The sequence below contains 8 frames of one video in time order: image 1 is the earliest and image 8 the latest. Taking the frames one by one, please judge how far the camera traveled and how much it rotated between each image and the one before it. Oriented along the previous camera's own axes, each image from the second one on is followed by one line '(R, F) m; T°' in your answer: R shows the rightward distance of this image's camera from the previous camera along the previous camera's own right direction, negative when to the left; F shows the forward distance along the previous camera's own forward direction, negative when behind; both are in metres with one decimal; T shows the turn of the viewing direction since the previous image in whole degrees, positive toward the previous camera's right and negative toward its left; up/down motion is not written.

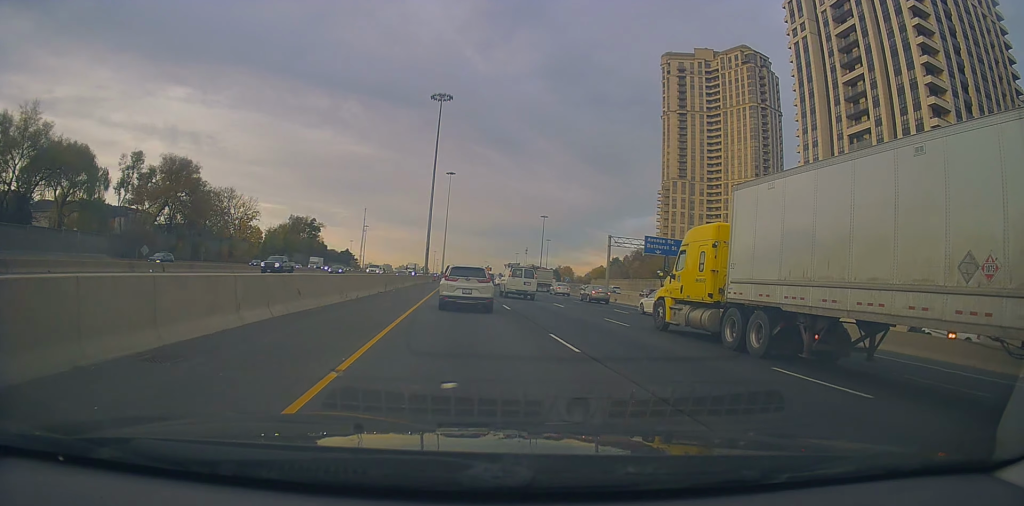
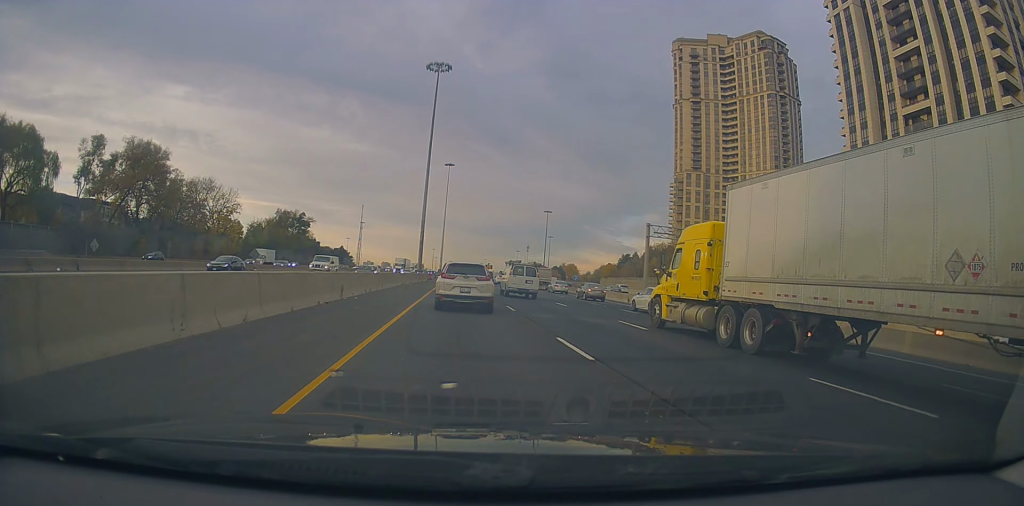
(+0.3, +13.4) m; +2°
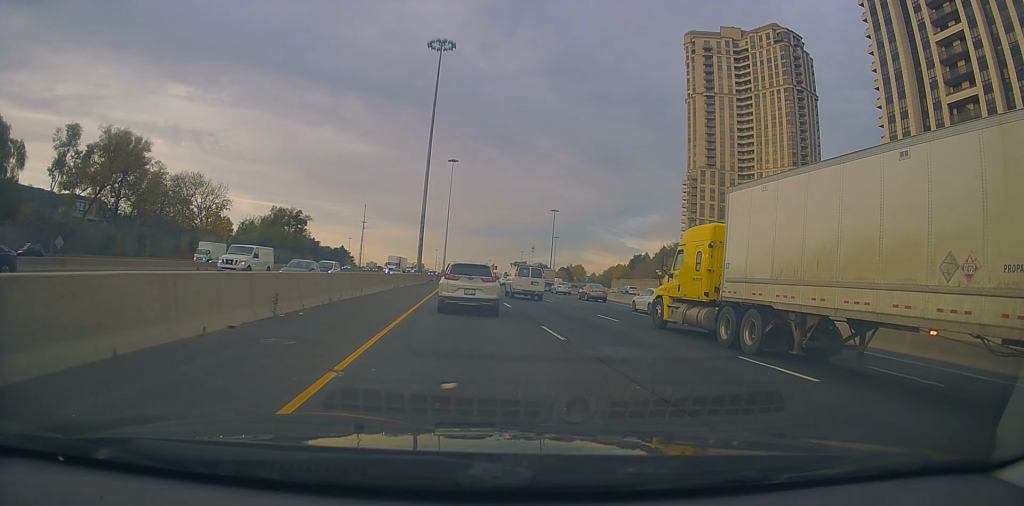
(+0.2, +8.6) m; 0°
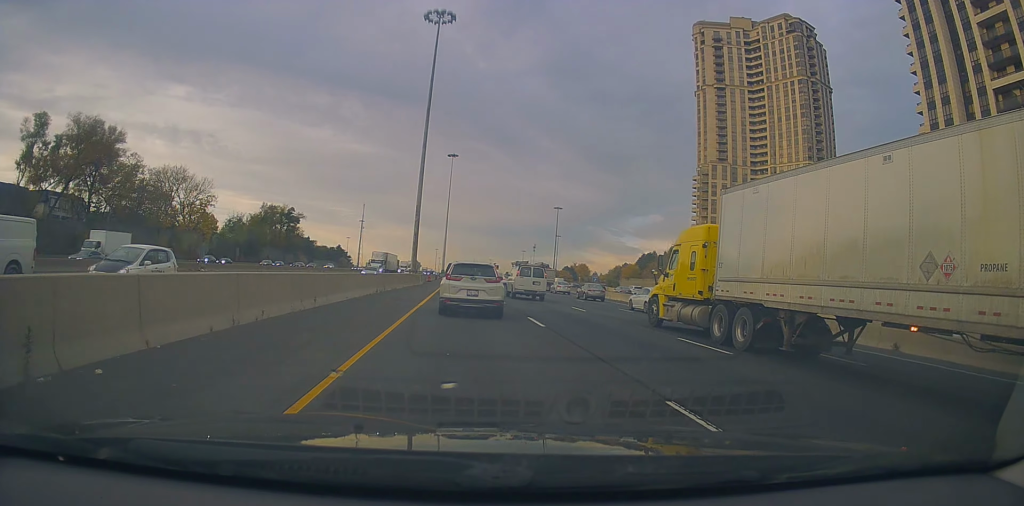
(-0.2, +9.2) m; -1°
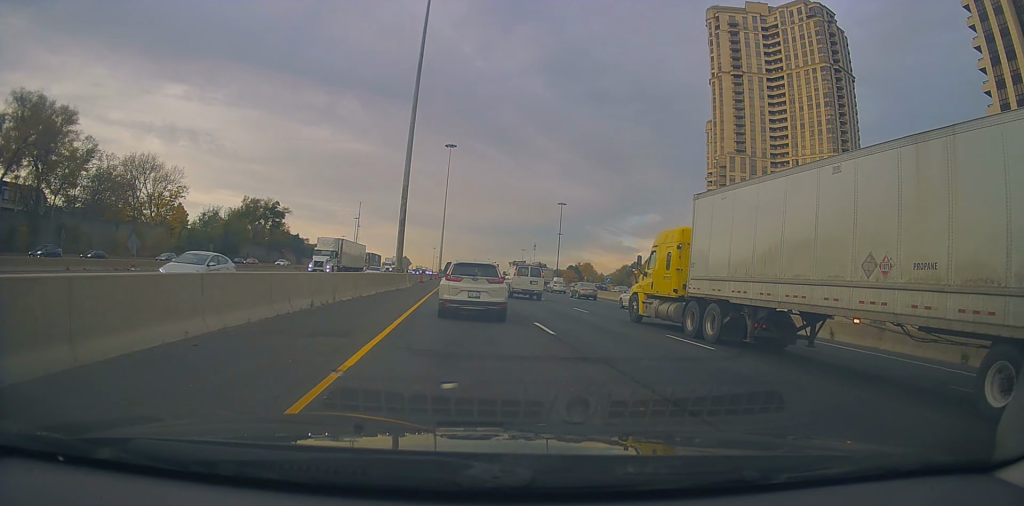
(-0.1, +14.2) m; -3°
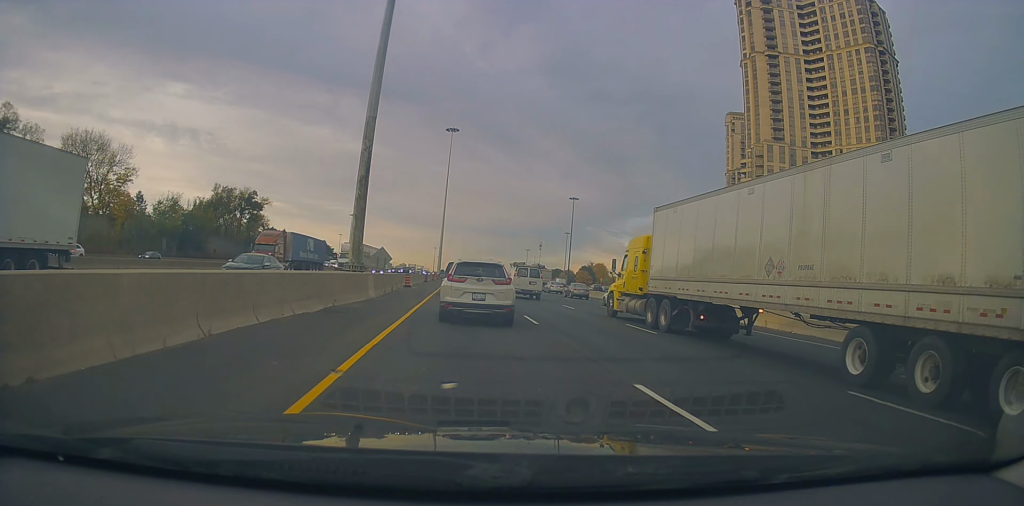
(-0.4, +21.8) m; -1°
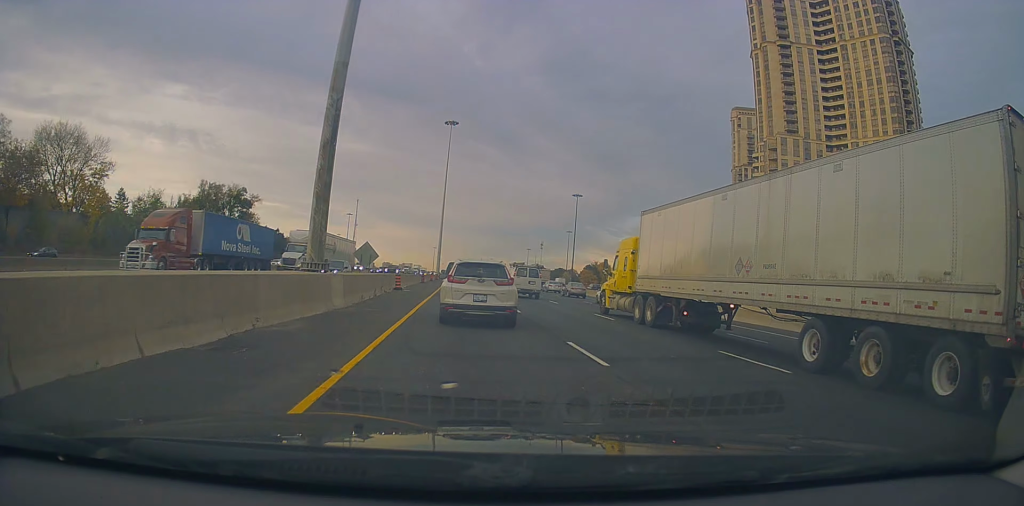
(-0.2, +7.5) m; +1°
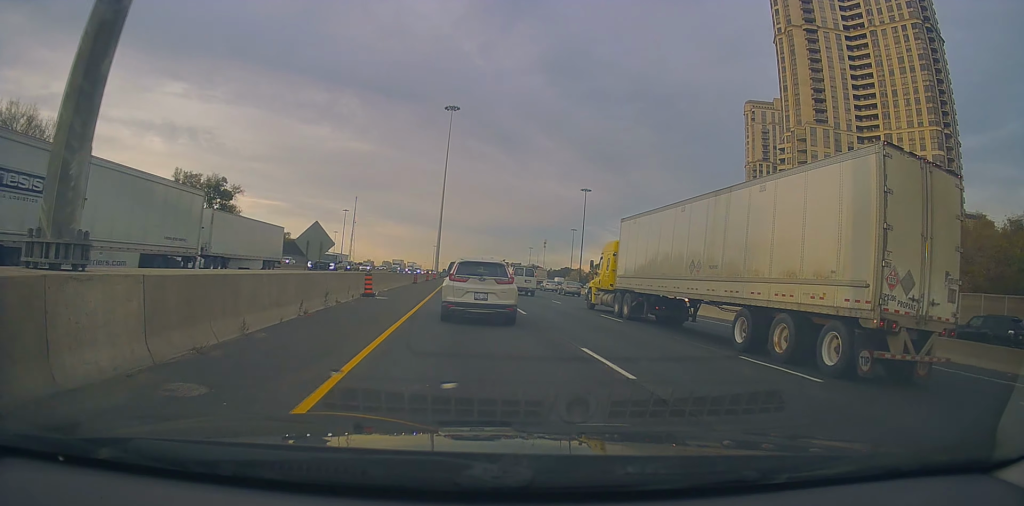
(+0.5, +13.4) m; +5°
